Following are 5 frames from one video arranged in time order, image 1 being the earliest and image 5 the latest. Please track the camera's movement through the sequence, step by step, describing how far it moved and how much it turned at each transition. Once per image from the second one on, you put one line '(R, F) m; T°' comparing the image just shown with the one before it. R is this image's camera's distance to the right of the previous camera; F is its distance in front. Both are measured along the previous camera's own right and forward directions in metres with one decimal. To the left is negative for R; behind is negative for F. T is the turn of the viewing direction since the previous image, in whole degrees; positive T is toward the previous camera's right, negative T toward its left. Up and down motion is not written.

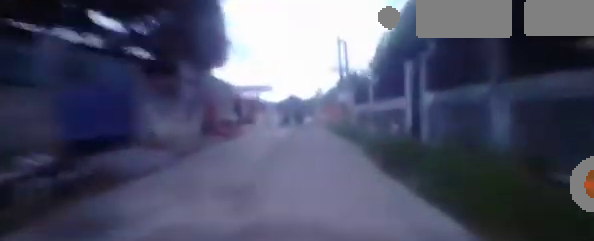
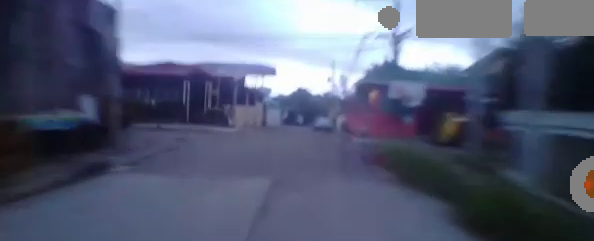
(-1.3, +16.1) m; -23°
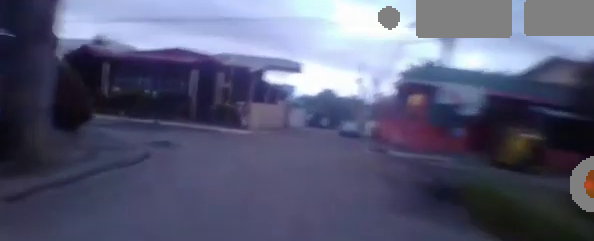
(-0.3, +3.1) m; -5°
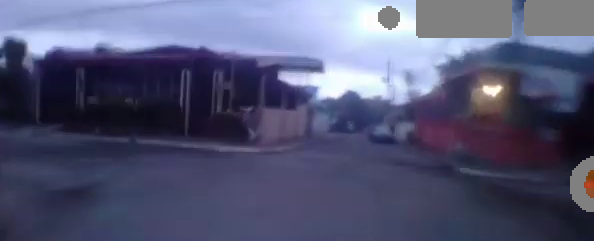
(-0.2, +4.3) m; +14°
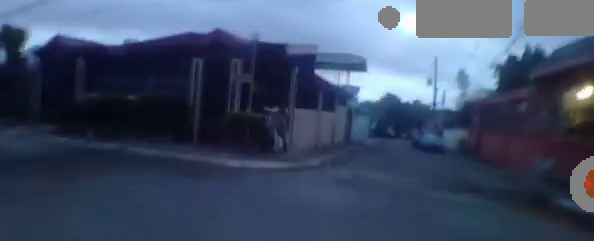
(+0.8, +2.5) m; +10°
